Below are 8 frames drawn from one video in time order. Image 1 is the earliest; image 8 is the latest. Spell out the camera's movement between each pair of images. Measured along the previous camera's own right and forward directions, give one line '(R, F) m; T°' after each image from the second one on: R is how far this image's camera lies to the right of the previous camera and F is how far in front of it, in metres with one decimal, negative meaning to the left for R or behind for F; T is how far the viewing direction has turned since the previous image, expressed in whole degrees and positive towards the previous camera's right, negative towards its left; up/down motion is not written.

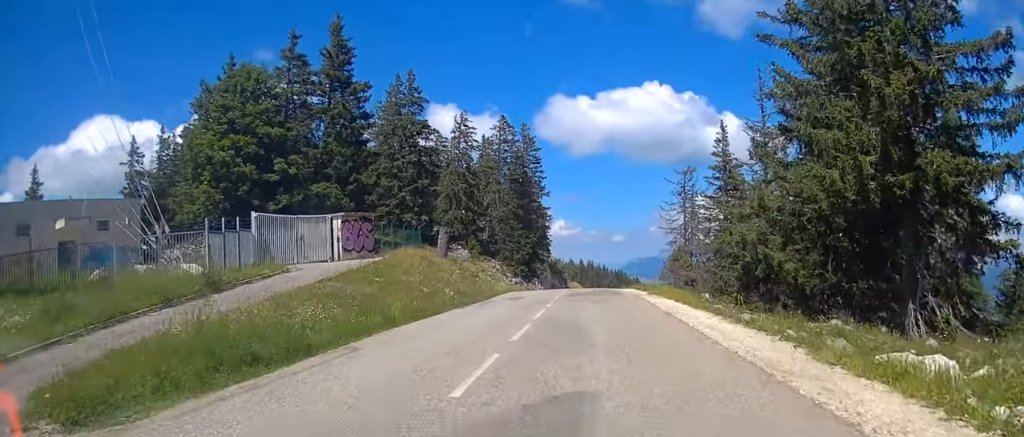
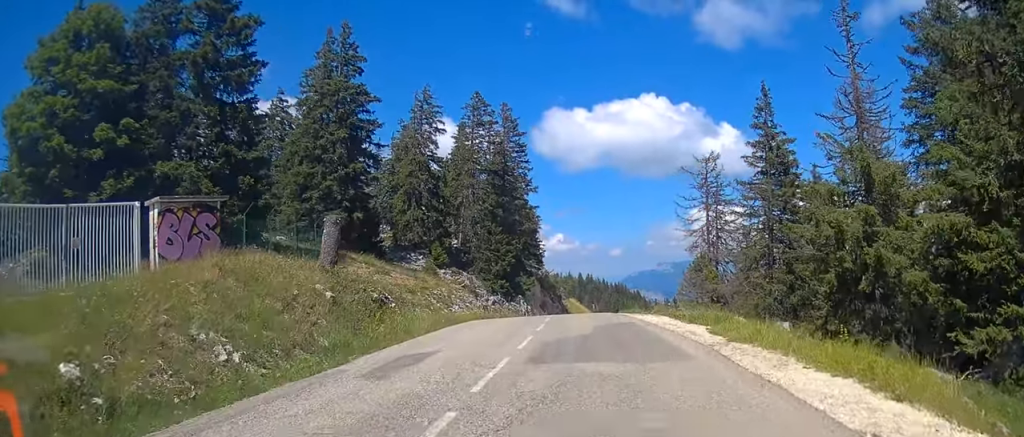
(+0.2, +17.6) m; -1°
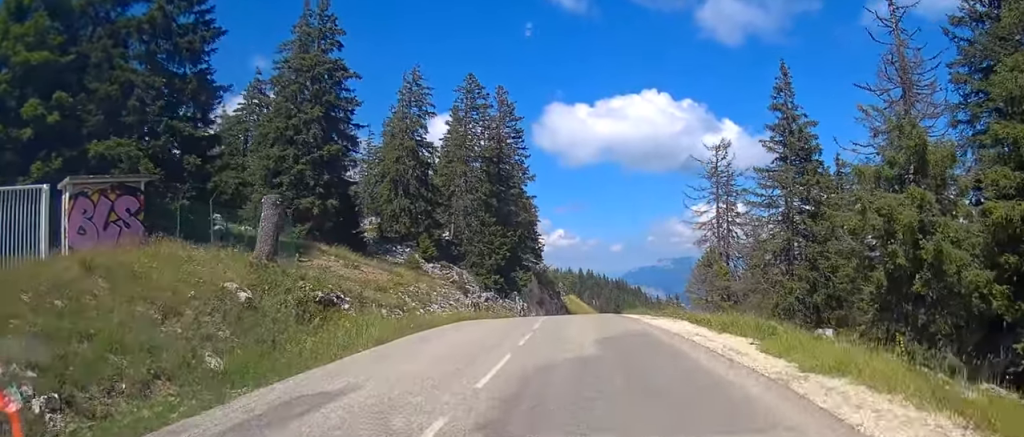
(-0.1, +4.6) m; 0°
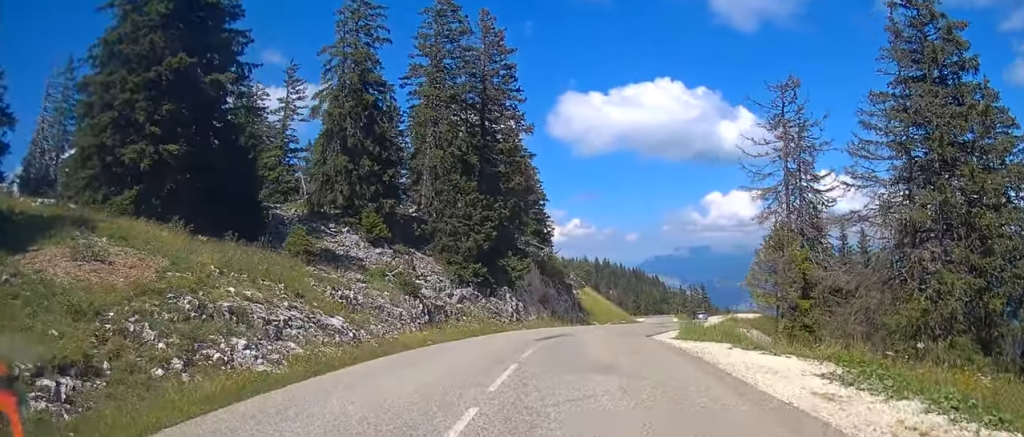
(+0.2, +17.4) m; +1°
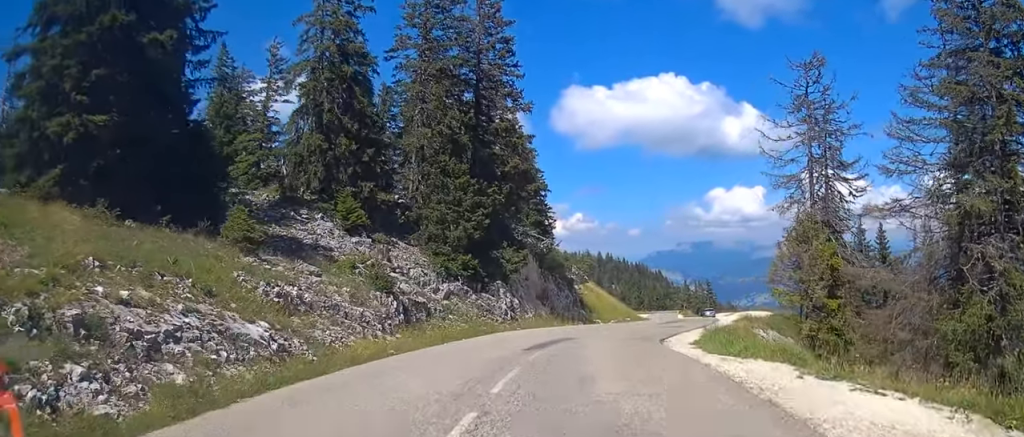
(-0.1, +4.1) m; -1°
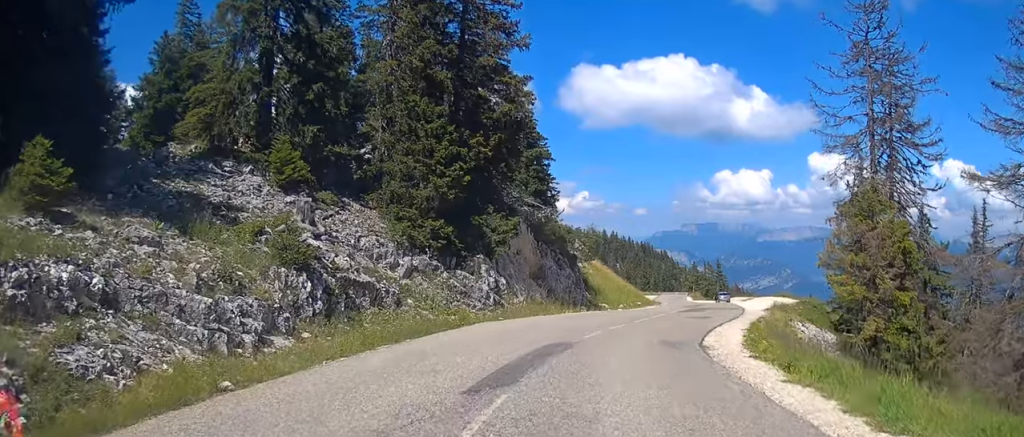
(0.0, +8.1) m; +2°
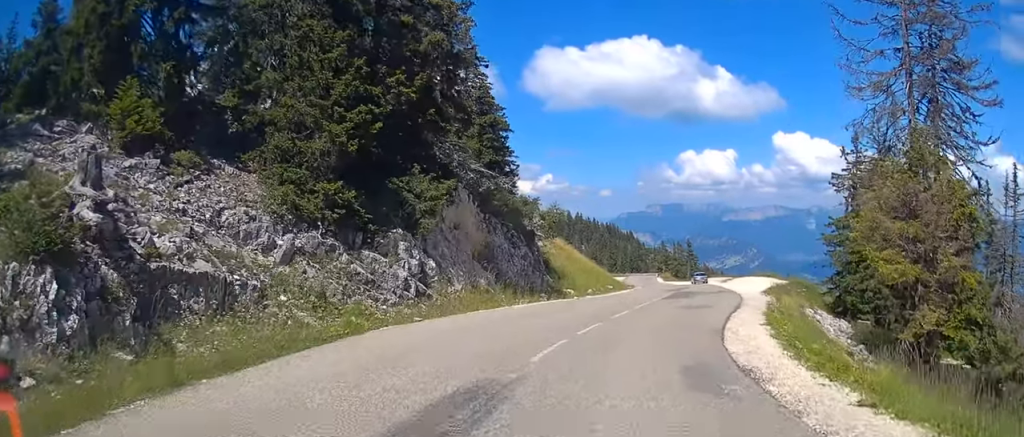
(+0.3, +8.1) m; +4°
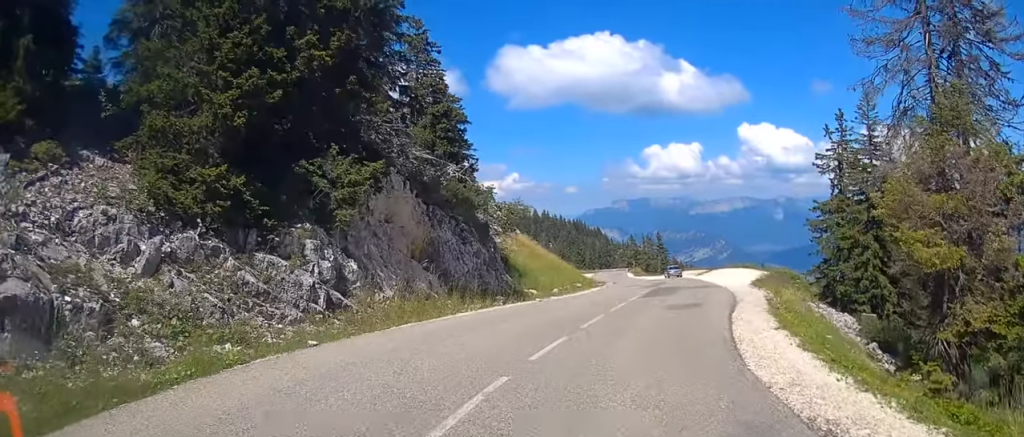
(+0.1, +4.9) m; +1°
